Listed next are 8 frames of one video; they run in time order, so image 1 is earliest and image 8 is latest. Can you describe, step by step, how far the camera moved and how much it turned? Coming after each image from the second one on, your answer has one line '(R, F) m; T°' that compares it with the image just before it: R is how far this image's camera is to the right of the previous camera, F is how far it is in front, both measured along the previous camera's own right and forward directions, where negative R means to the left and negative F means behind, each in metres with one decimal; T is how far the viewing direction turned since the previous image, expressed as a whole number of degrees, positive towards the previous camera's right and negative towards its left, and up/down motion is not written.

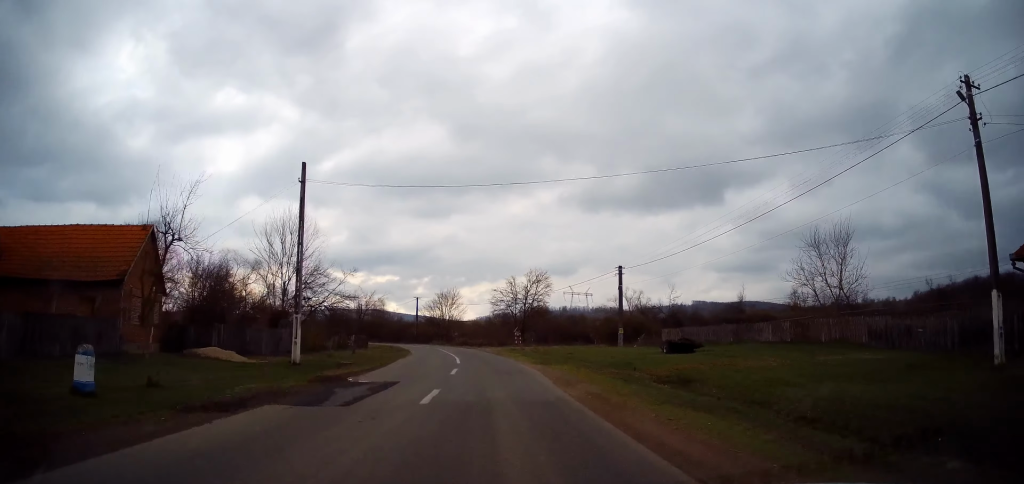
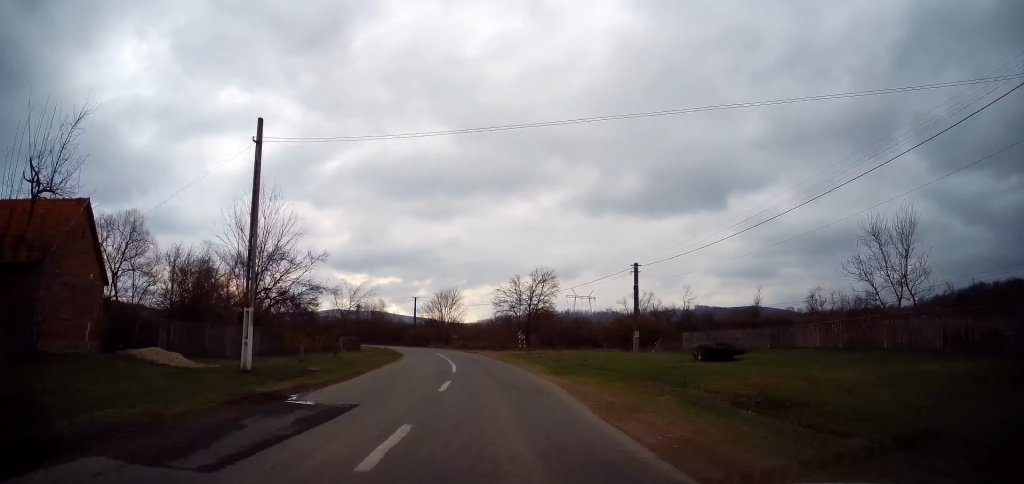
(+0.1, +4.8) m; 0°
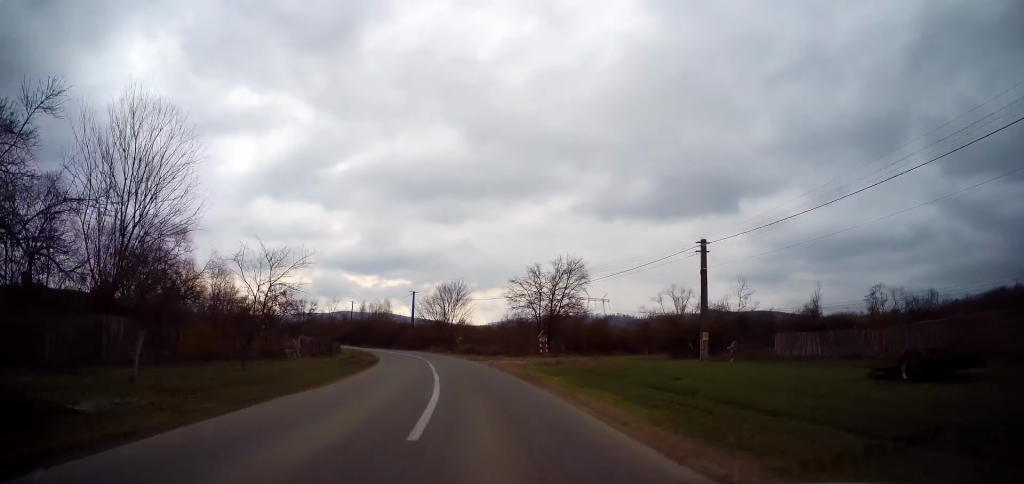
(-0.1, +13.4) m; -2°
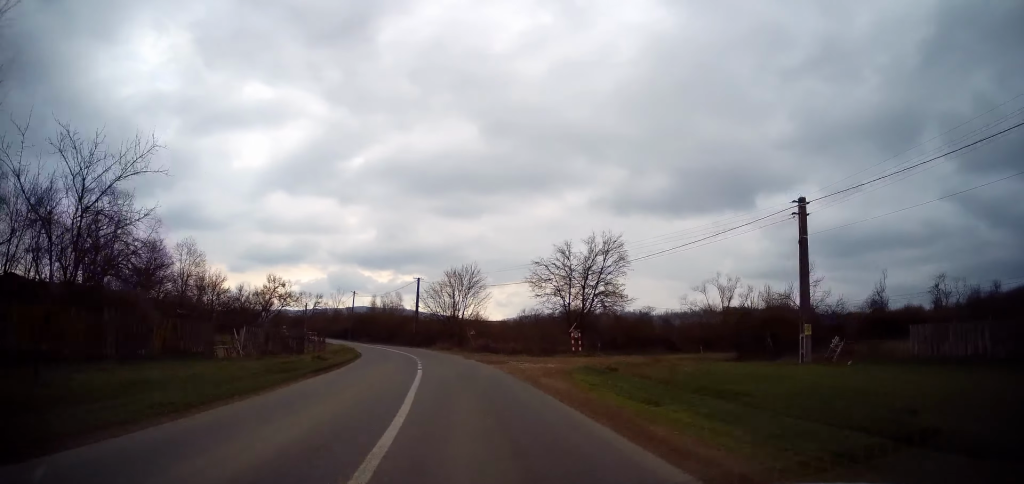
(-0.2, +10.4) m; -1°
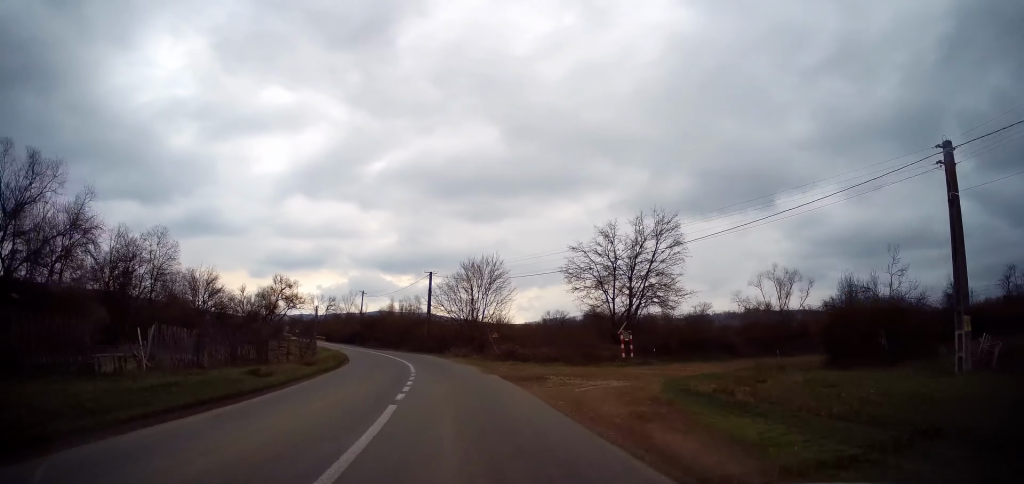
(0.0, +9.2) m; -2°
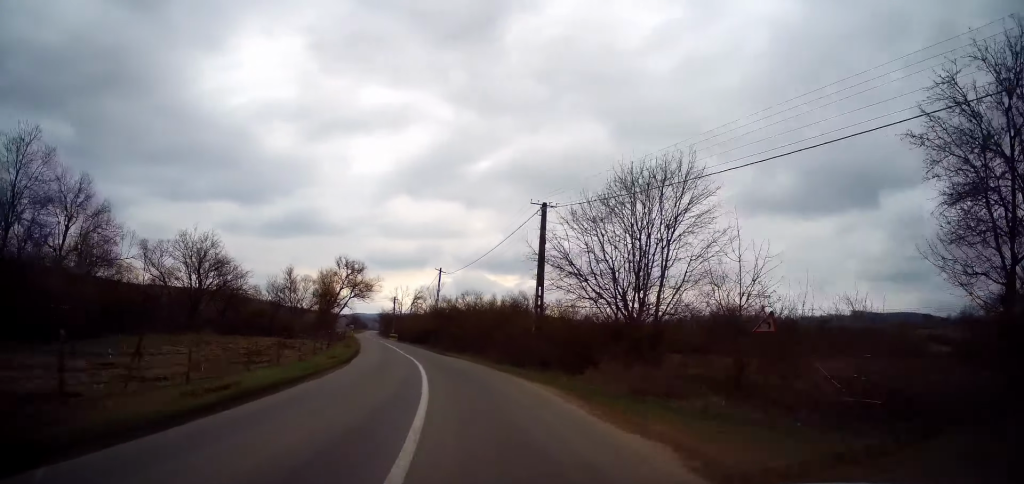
(-2.8, +27.2) m; -11°
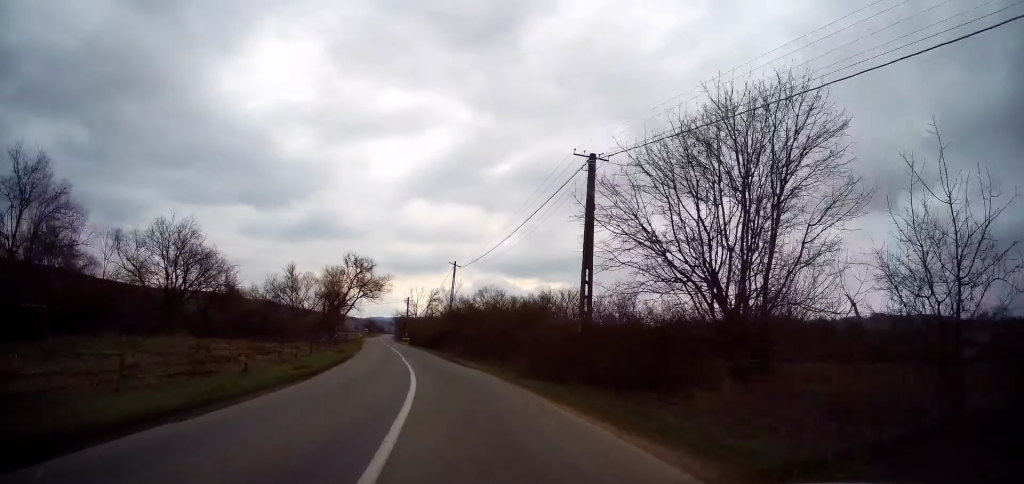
(+0.1, +7.7) m; -3°
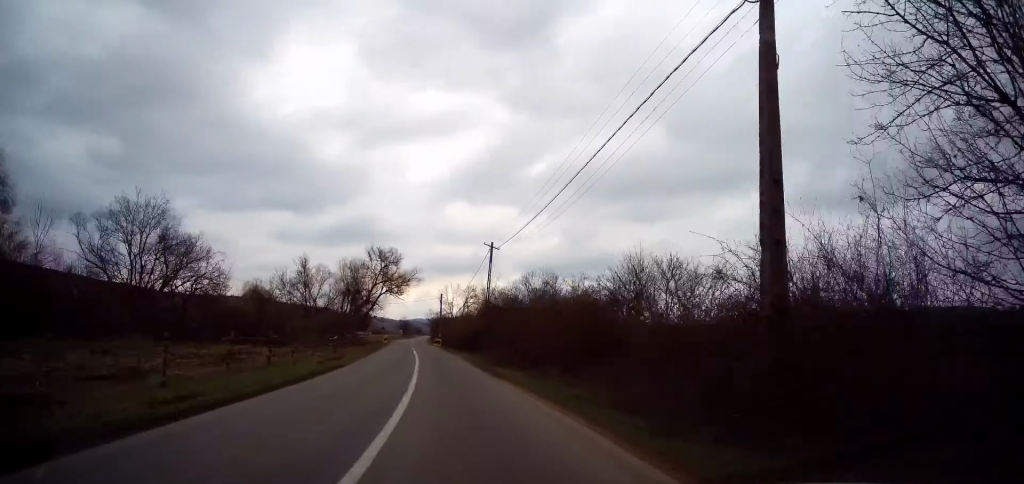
(-0.6, +10.4) m; -4°
